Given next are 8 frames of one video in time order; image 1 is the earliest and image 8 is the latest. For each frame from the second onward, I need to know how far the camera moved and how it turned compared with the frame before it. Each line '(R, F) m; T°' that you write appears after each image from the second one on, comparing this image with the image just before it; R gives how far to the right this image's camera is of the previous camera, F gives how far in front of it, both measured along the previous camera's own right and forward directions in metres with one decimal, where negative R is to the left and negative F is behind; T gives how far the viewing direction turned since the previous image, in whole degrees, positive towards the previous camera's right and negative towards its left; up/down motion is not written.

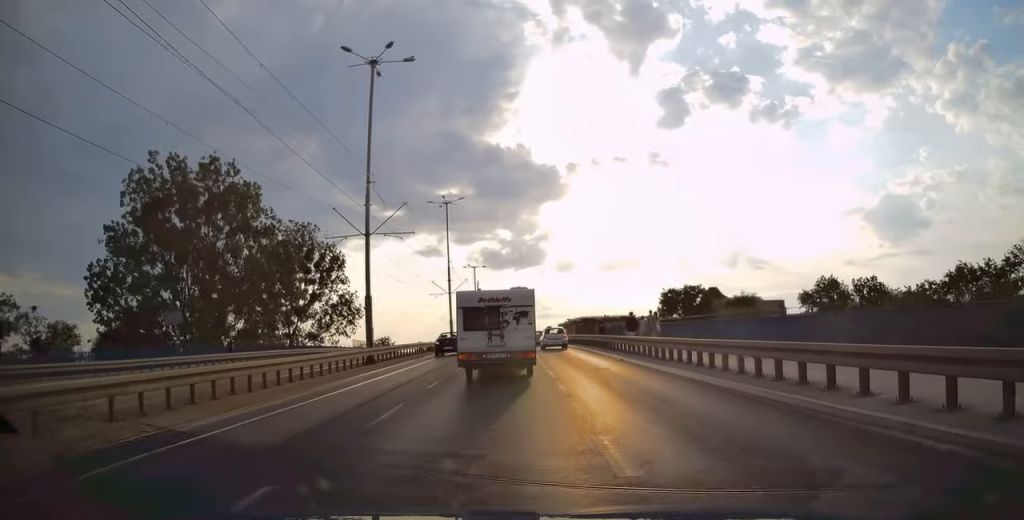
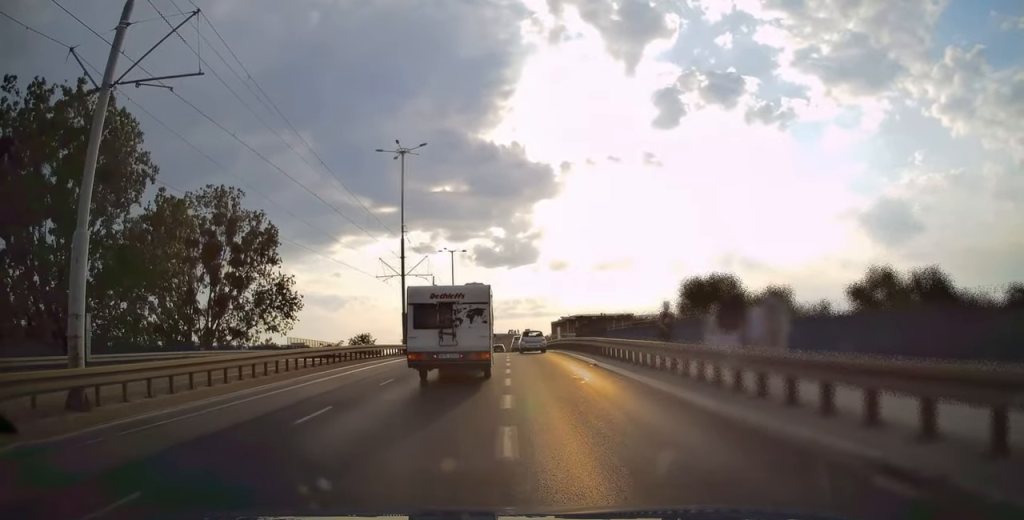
(+0.9, +18.9) m; +1°
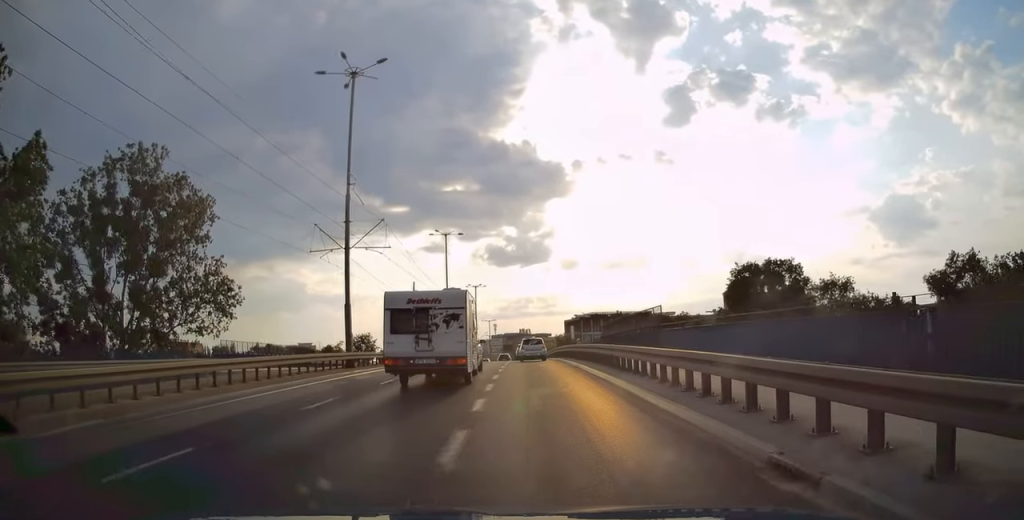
(-0.8, +16.3) m; -1°
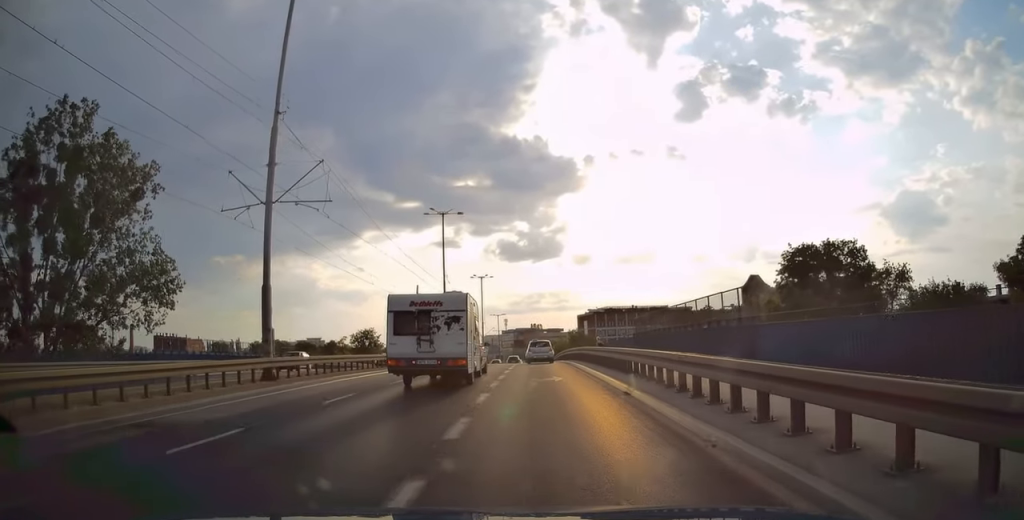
(+0.4, +10.9) m; 0°
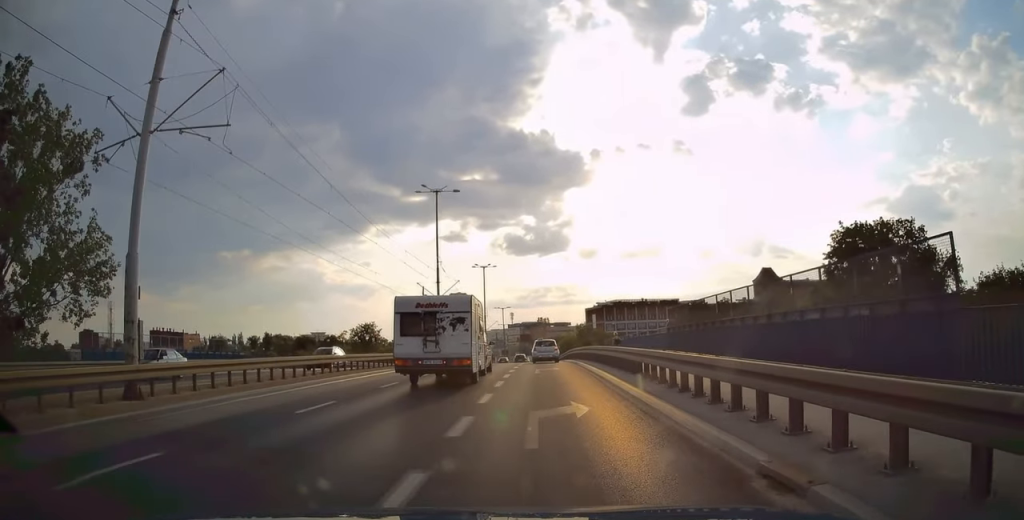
(-0.3, +8.0) m; -1°
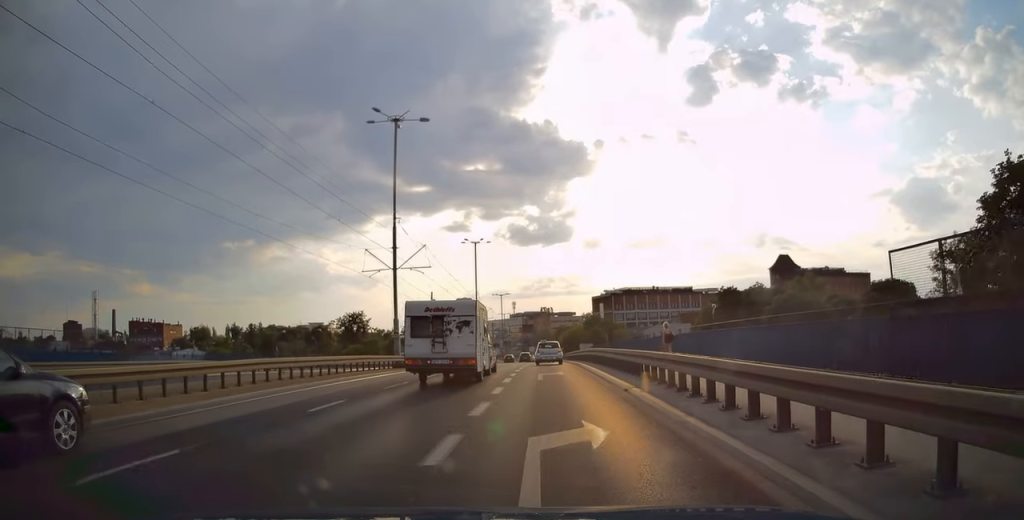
(-0.2, +17.7) m; -1°
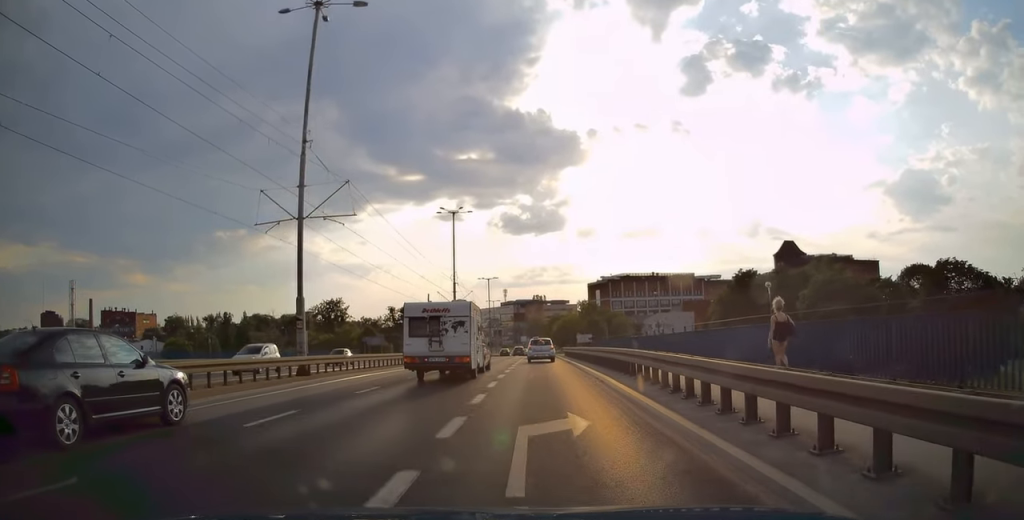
(0.0, +14.3) m; +2°
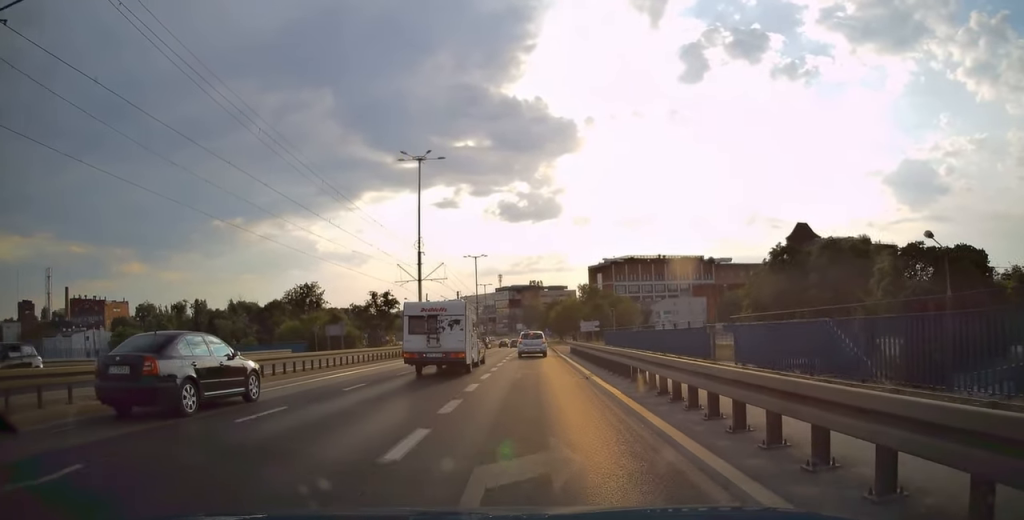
(+0.3, +17.6) m; -1°
